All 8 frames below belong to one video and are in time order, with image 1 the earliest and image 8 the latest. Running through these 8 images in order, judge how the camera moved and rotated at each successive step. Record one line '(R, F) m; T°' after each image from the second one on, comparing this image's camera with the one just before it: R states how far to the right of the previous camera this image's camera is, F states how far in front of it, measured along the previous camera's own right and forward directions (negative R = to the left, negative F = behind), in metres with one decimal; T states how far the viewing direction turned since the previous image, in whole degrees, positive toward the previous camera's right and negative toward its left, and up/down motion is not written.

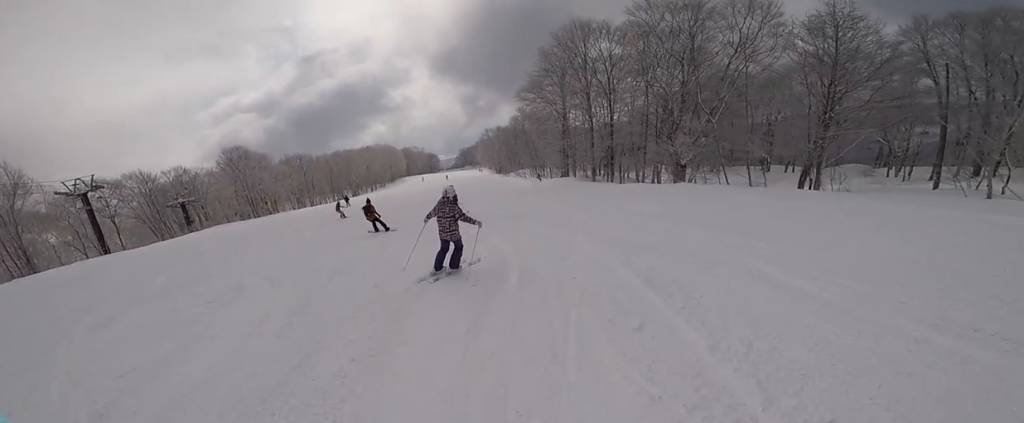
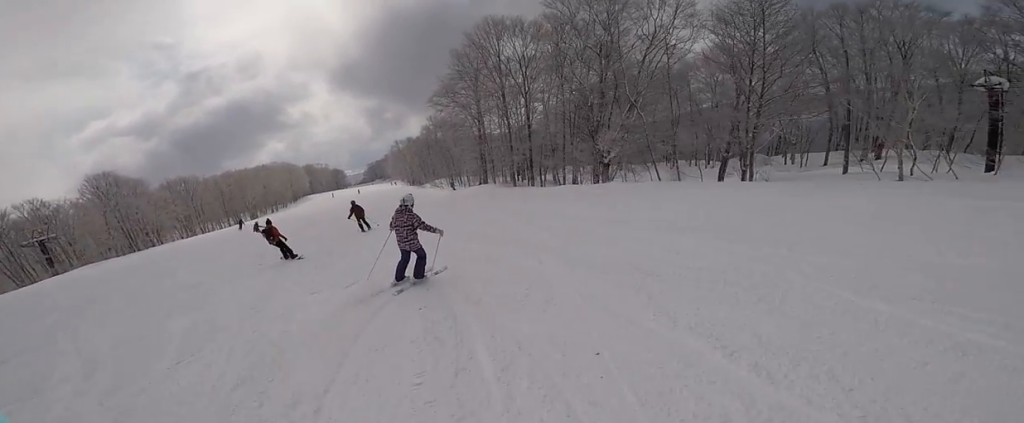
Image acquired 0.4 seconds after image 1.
(+0.6, +2.5) m; +8°
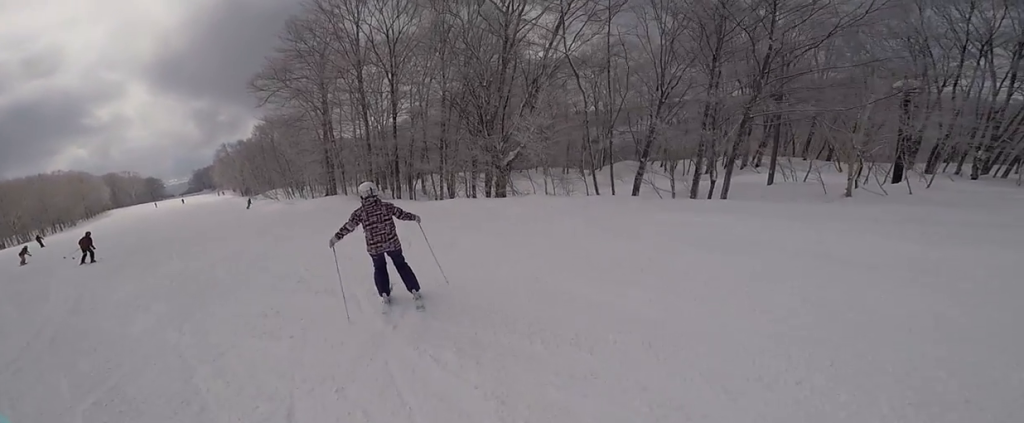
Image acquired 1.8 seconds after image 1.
(+1.0, +8.2) m; -2°
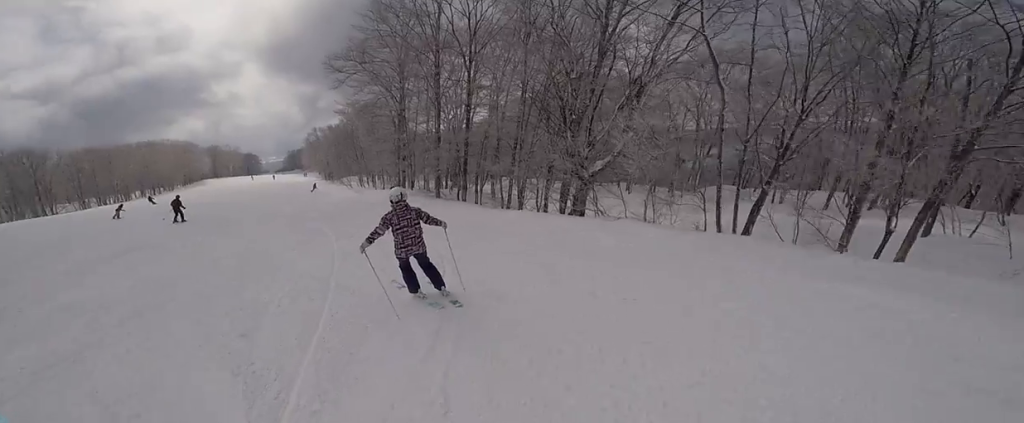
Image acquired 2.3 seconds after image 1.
(-0.6, +3.3) m; -10°
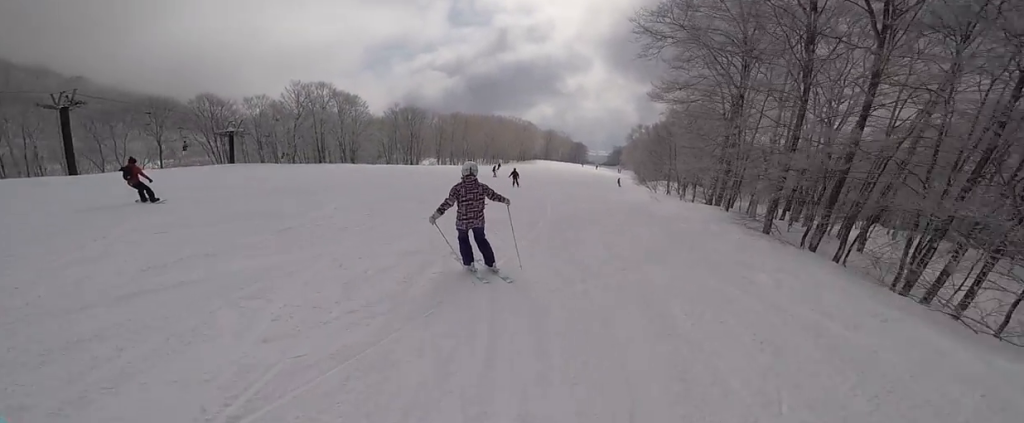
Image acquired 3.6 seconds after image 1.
(-1.4, +7.6) m; -16°
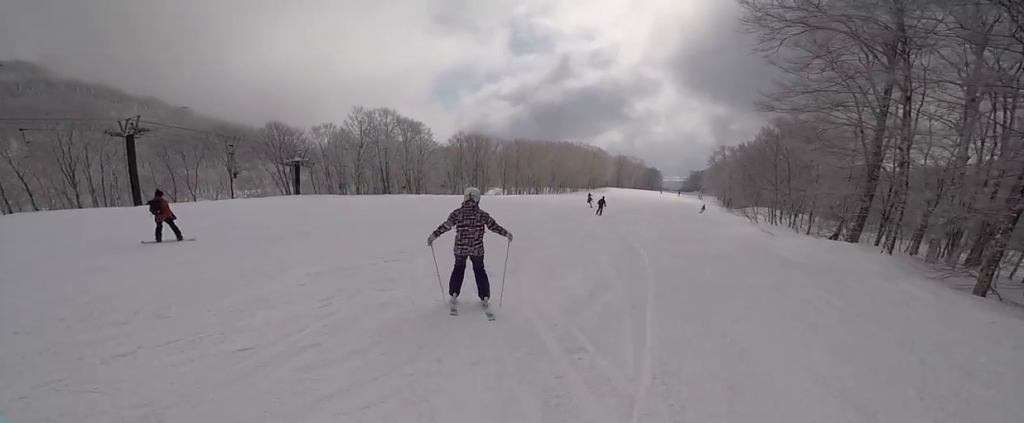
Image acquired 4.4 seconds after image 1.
(-0.2, +5.1) m; -7°
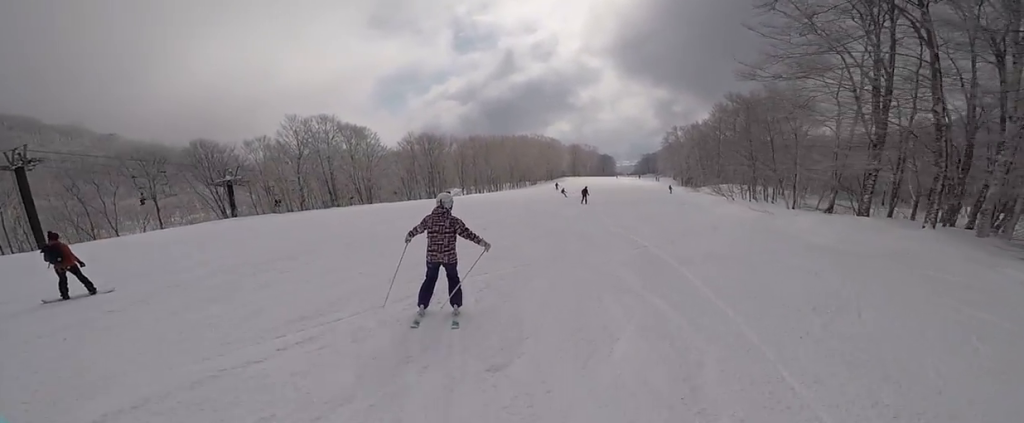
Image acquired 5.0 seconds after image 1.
(-0.1, +3.7) m; -2°
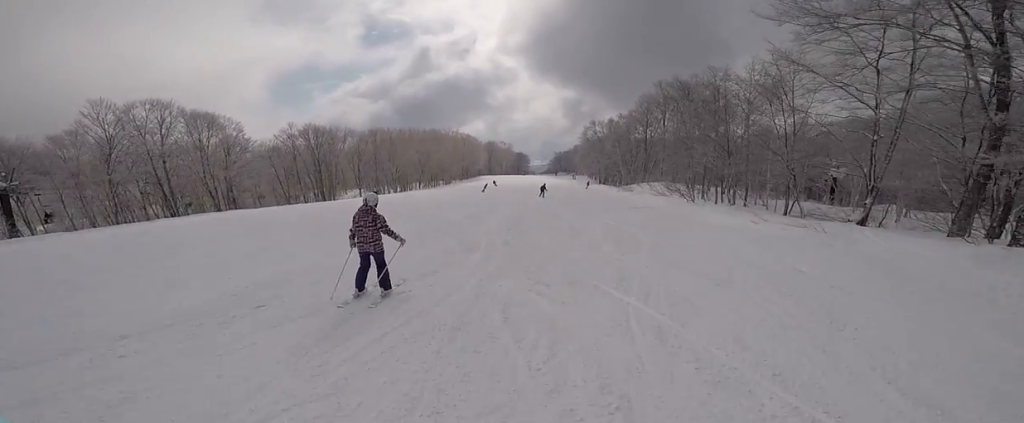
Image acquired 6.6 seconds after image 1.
(+1.3, +10.7) m; +13°
